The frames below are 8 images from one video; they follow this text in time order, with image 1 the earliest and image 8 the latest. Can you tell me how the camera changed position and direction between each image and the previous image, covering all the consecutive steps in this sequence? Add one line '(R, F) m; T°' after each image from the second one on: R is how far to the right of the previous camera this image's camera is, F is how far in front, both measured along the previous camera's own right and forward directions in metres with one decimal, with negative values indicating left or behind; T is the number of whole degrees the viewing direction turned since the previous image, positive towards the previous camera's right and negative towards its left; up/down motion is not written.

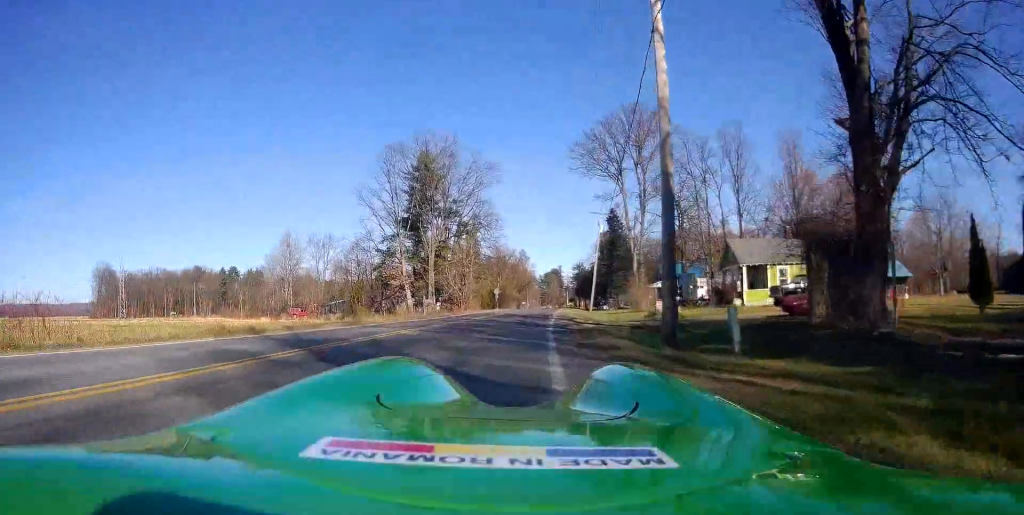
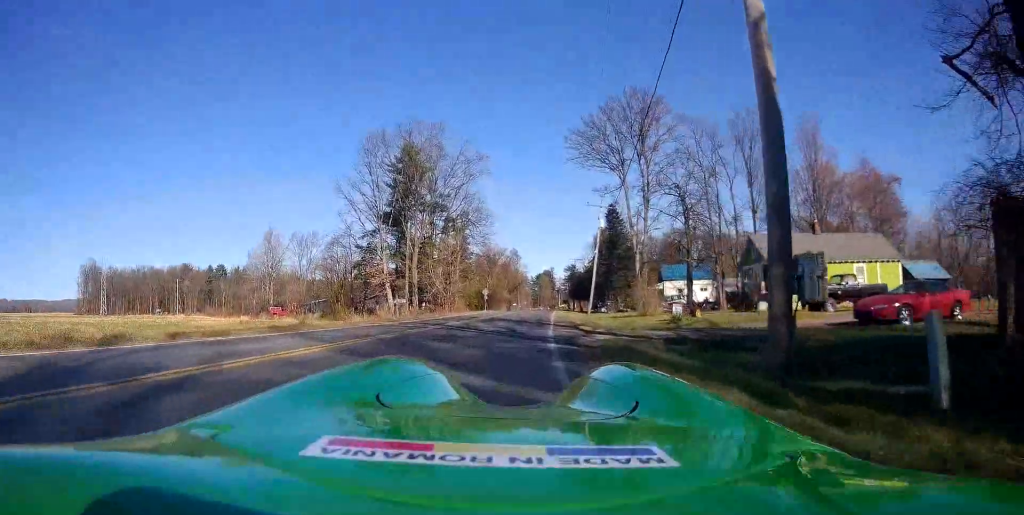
(+0.1, +6.2) m; +1°
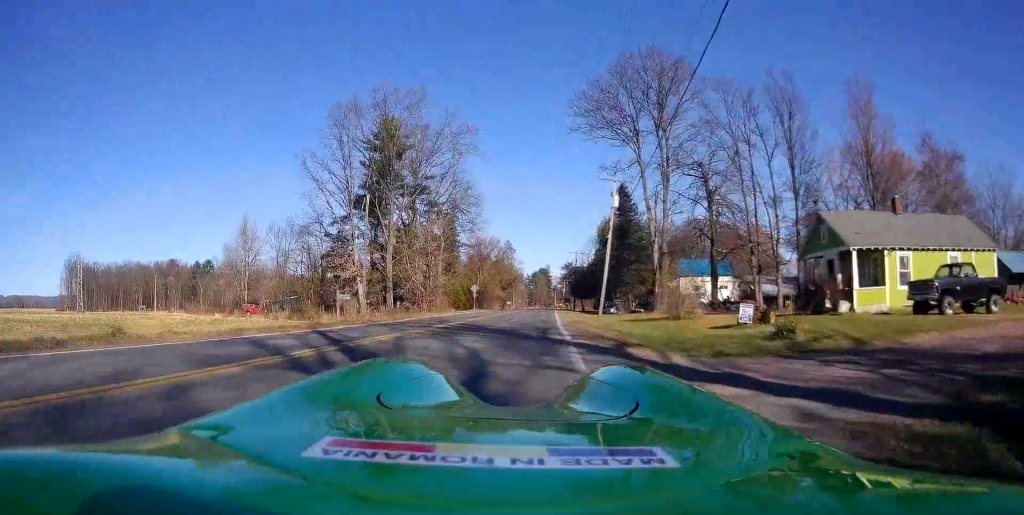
(+0.1, +10.2) m; +1°
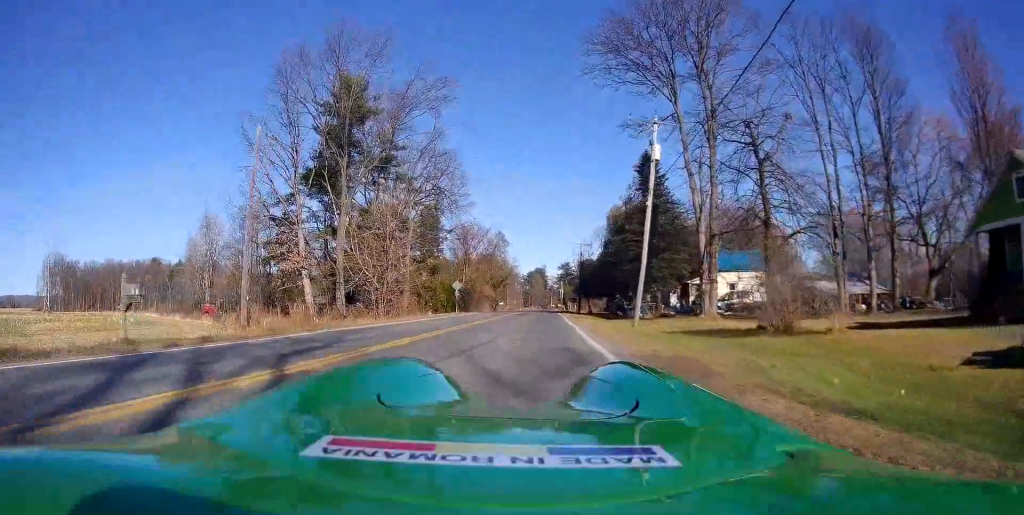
(0.0, +14.1) m; 0°
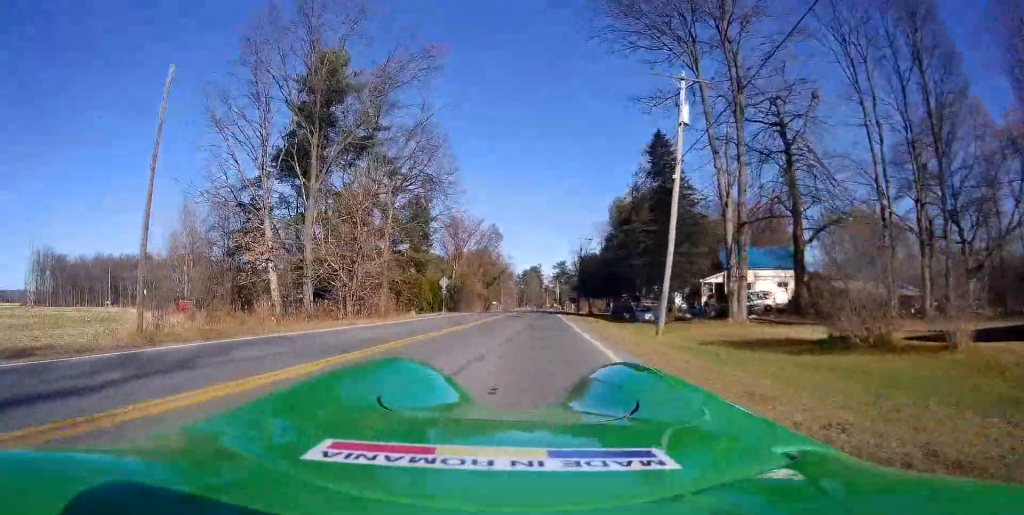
(0.0, +5.6) m; -1°
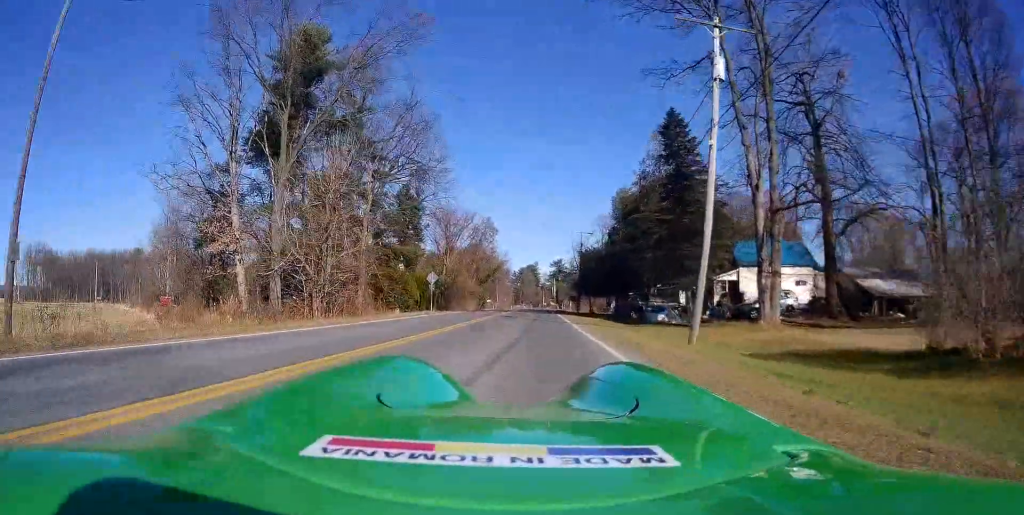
(+0.1, +4.3) m; -1°
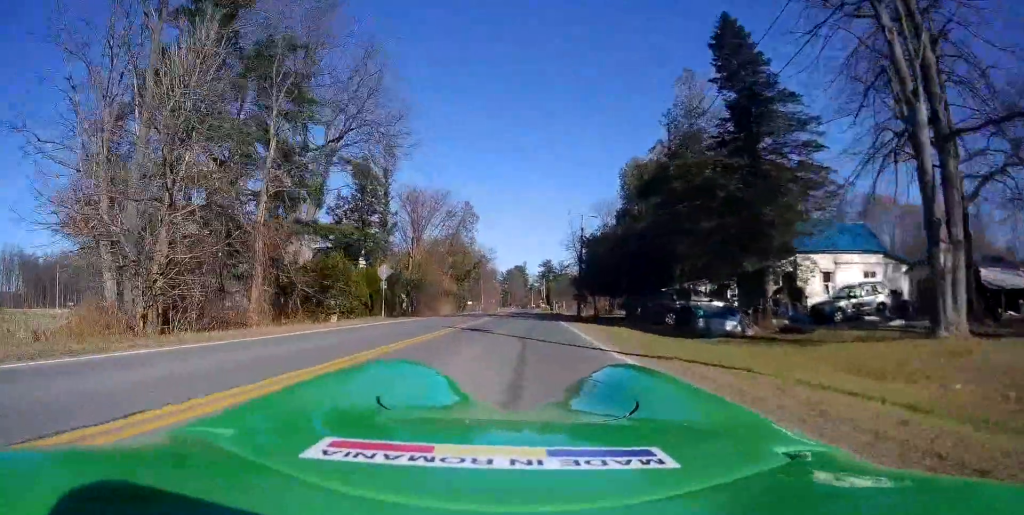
(-0.2, +12.3) m; +3°
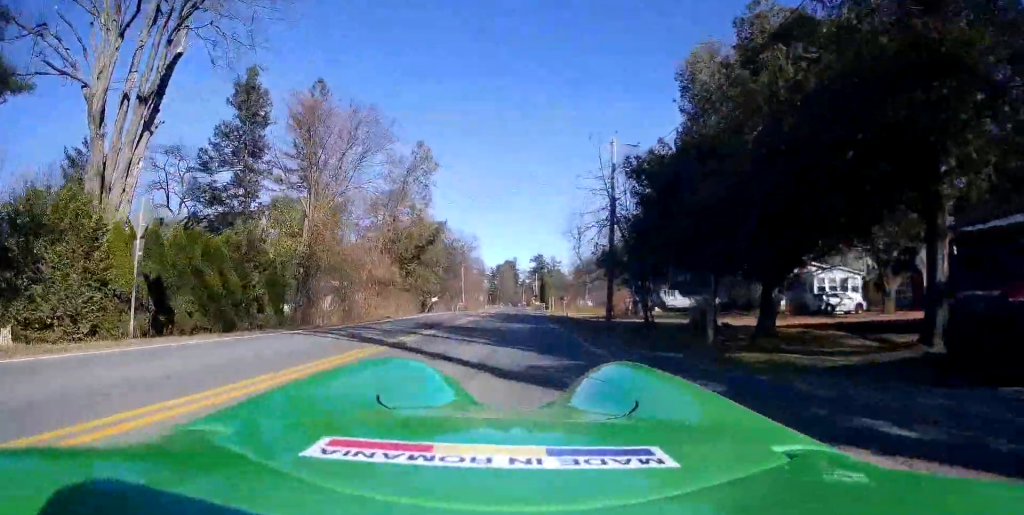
(+0.1, +21.2) m; -3°
